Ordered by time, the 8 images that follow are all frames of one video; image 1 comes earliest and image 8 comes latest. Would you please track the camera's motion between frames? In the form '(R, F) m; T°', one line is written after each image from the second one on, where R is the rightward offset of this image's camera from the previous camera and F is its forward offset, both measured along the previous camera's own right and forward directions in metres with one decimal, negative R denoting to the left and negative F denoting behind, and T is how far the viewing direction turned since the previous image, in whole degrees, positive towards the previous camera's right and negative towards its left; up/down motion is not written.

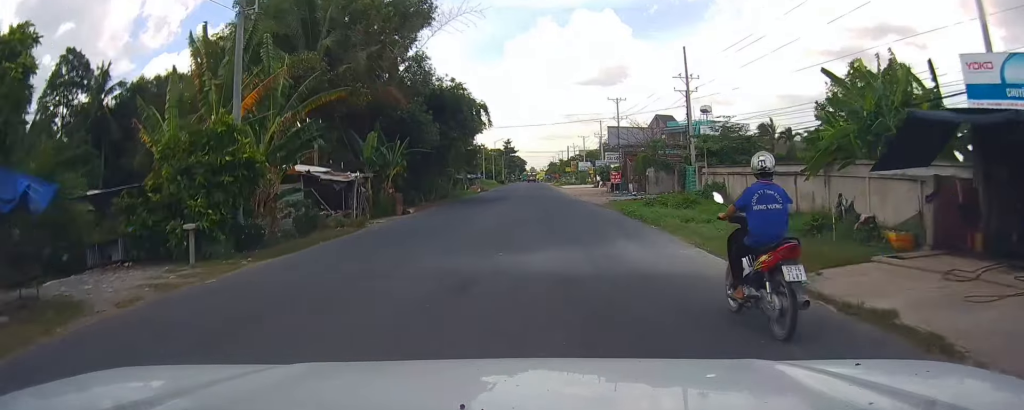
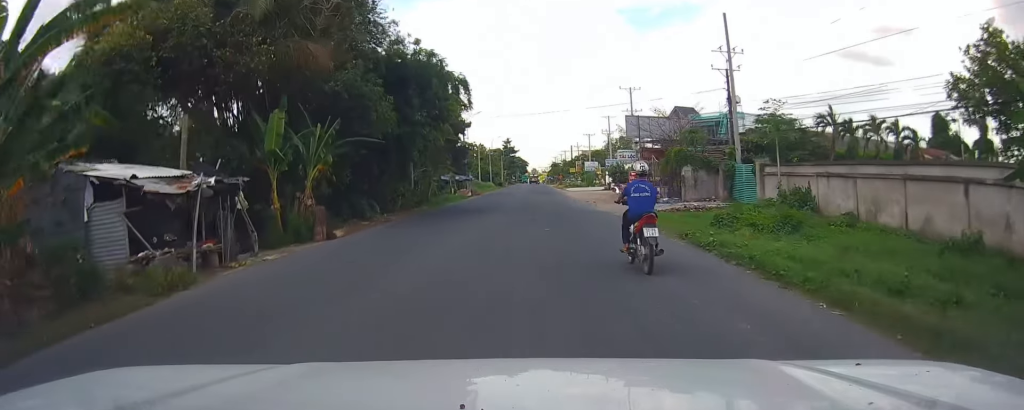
(+0.1, +11.4) m; 0°
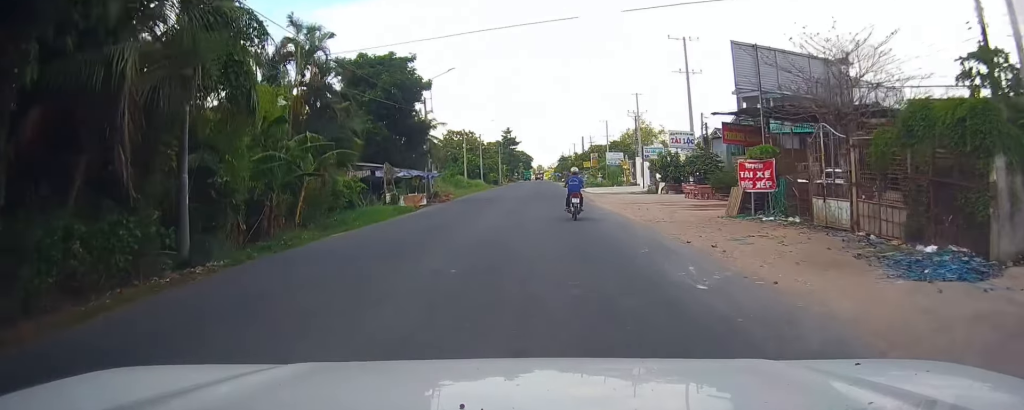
(-0.5, +27.1) m; -2°
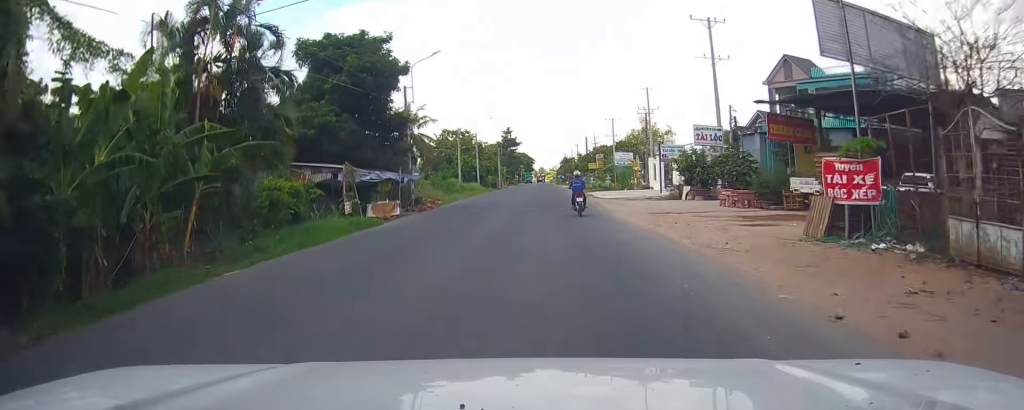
(0.0, +7.6) m; 0°
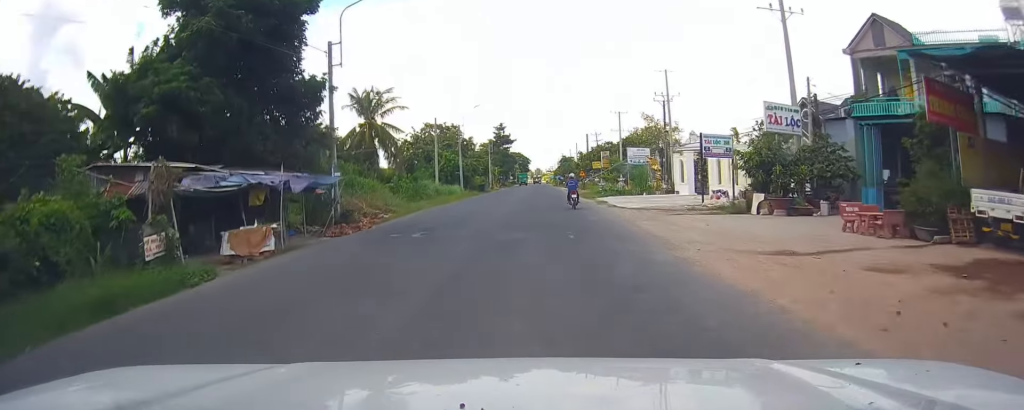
(+0.1, +13.5) m; 0°
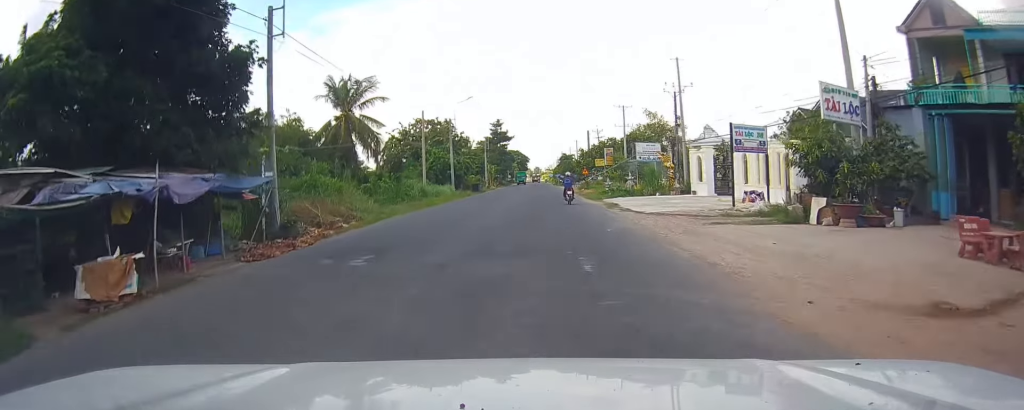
(-0.1, +6.1) m; 0°
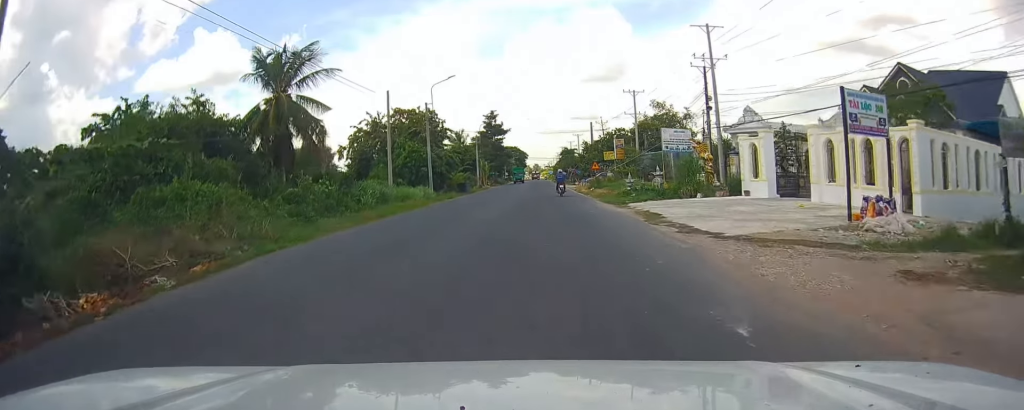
(+0.2, +11.7) m; +2°
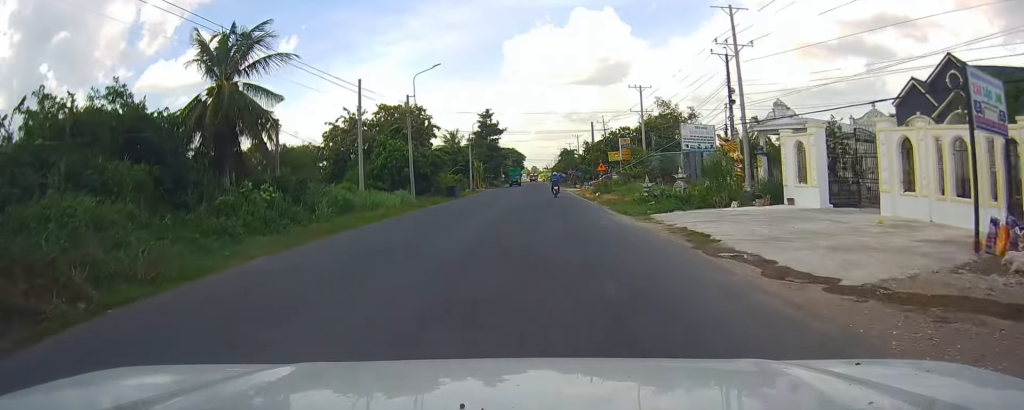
(+0.1, +6.1) m; +1°
